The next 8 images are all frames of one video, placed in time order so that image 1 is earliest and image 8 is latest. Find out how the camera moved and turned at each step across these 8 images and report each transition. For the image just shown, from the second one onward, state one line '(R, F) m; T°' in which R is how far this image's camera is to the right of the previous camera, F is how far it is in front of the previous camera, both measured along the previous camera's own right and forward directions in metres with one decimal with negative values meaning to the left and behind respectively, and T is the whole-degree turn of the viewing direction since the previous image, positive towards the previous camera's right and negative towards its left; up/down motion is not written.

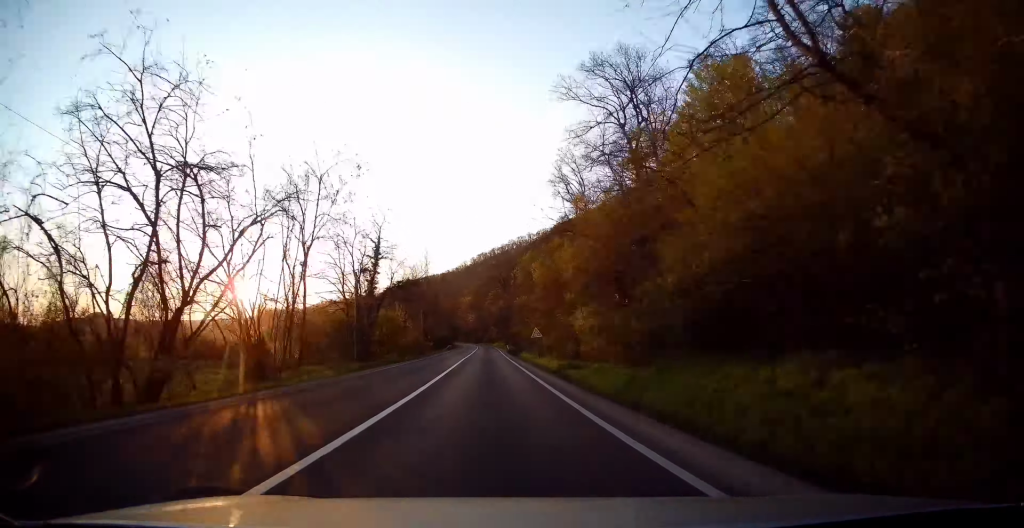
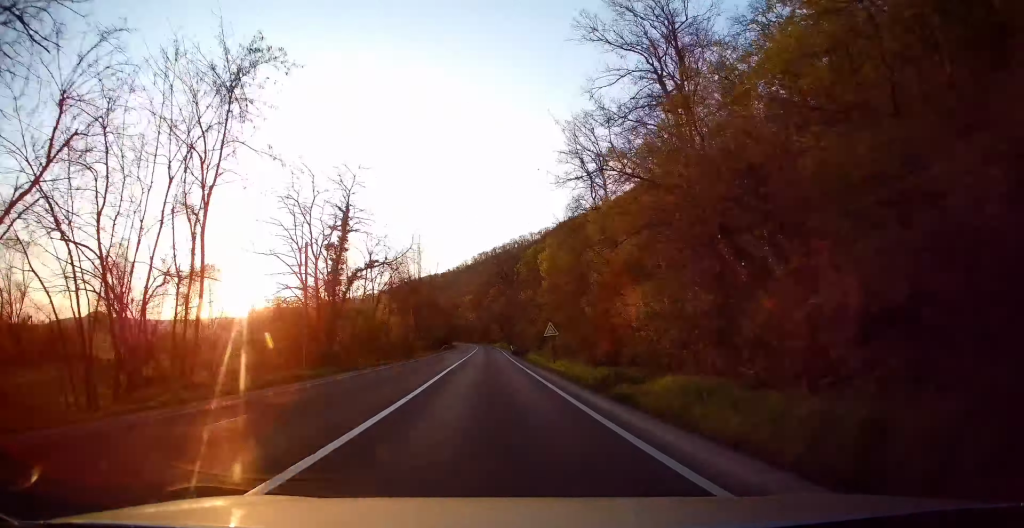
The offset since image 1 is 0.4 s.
(-0.2, +11.9) m; 0°
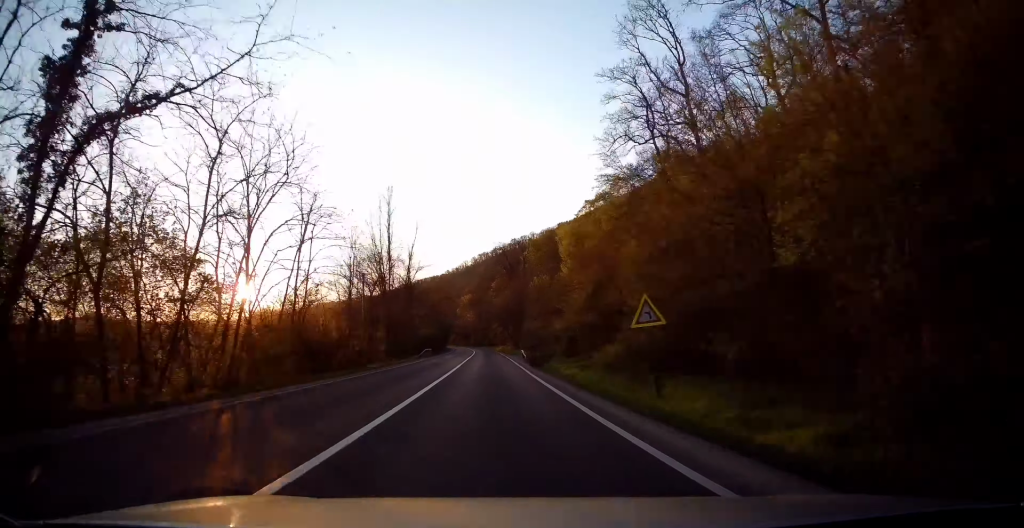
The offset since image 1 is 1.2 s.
(-0.1, +24.8) m; 0°
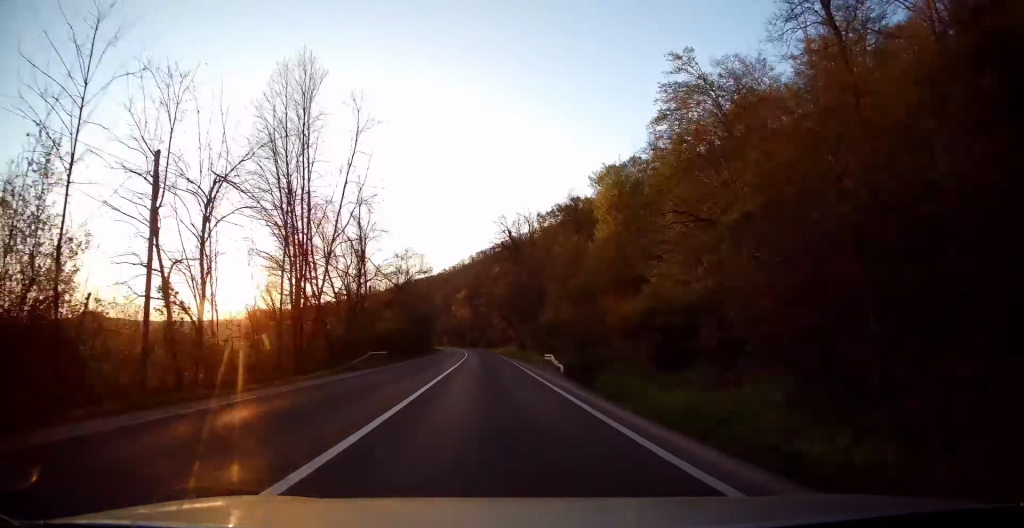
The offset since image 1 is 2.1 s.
(0.0, +24.9) m; 0°
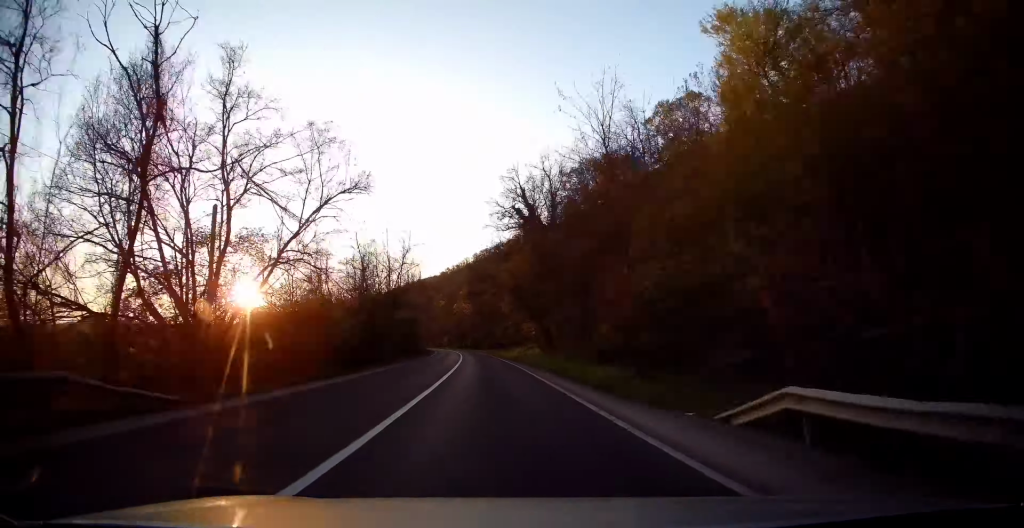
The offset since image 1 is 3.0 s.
(-0.1, +26.9) m; 0°
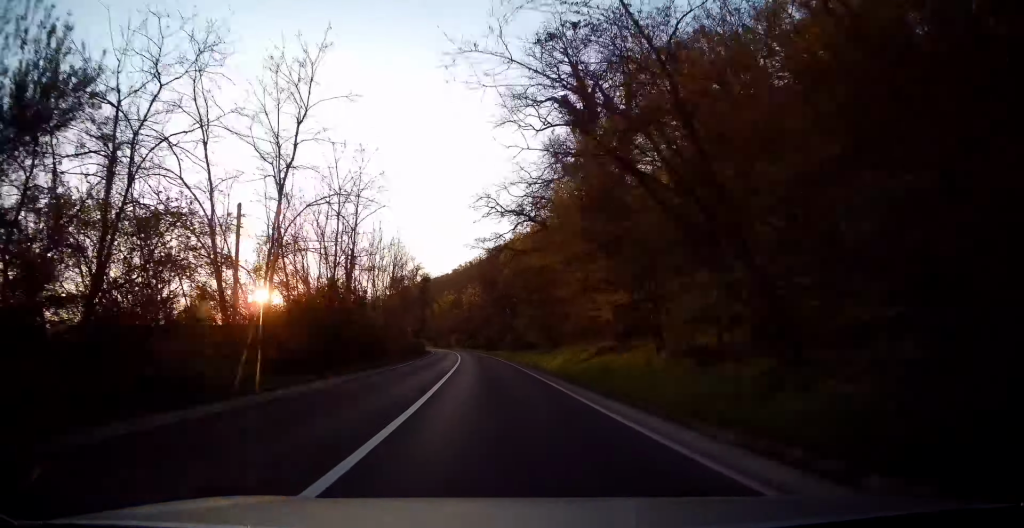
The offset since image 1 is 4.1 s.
(+0.1, +32.8) m; 0°
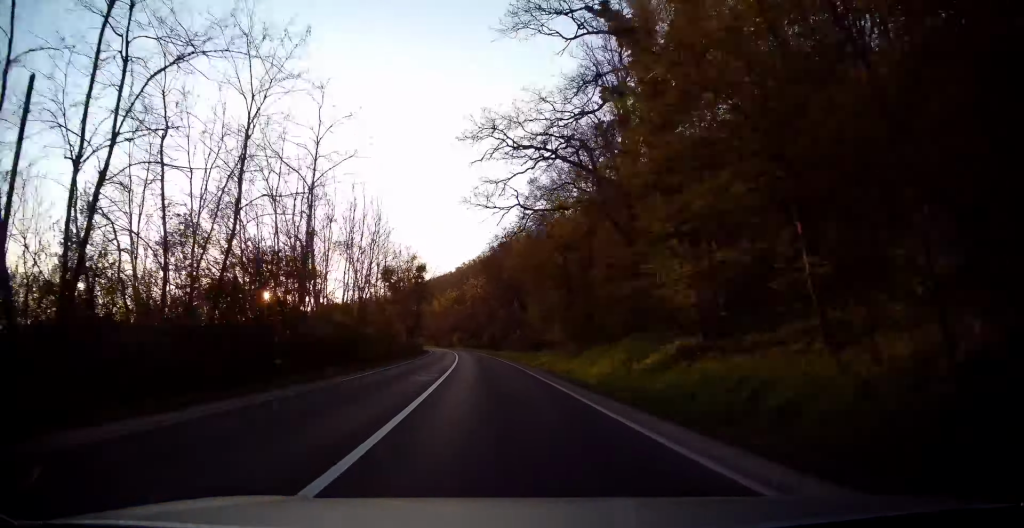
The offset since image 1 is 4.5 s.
(0.0, +11.9) m; 0°
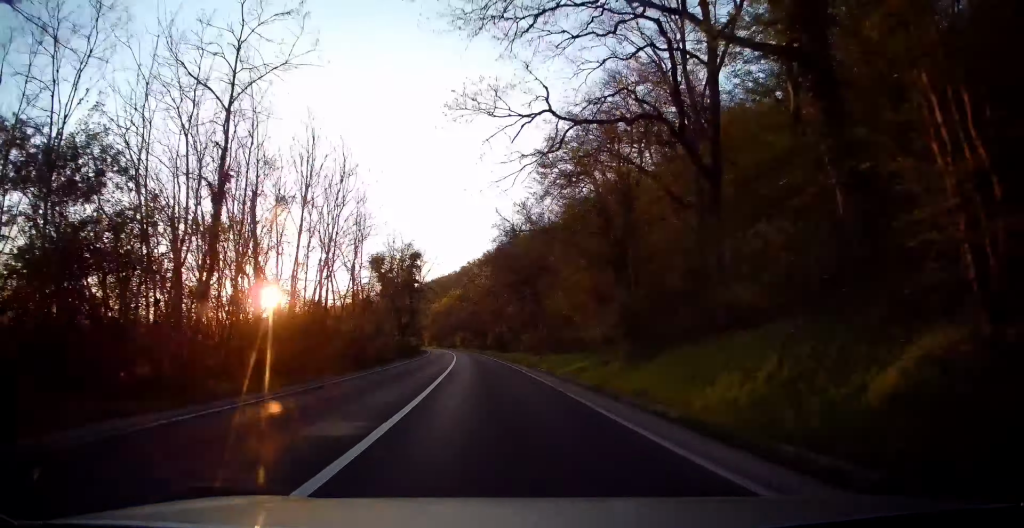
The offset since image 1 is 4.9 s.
(0.0, +11.9) m; -1°
